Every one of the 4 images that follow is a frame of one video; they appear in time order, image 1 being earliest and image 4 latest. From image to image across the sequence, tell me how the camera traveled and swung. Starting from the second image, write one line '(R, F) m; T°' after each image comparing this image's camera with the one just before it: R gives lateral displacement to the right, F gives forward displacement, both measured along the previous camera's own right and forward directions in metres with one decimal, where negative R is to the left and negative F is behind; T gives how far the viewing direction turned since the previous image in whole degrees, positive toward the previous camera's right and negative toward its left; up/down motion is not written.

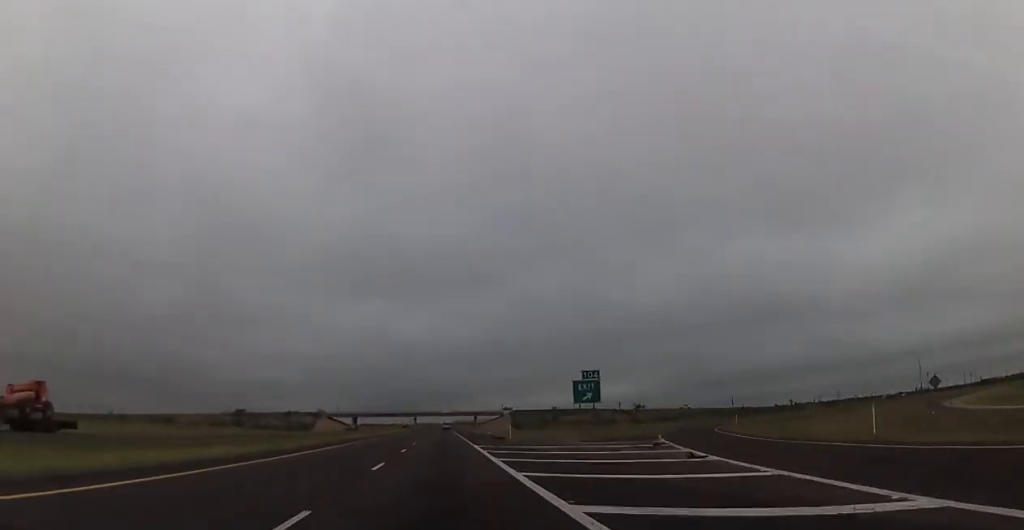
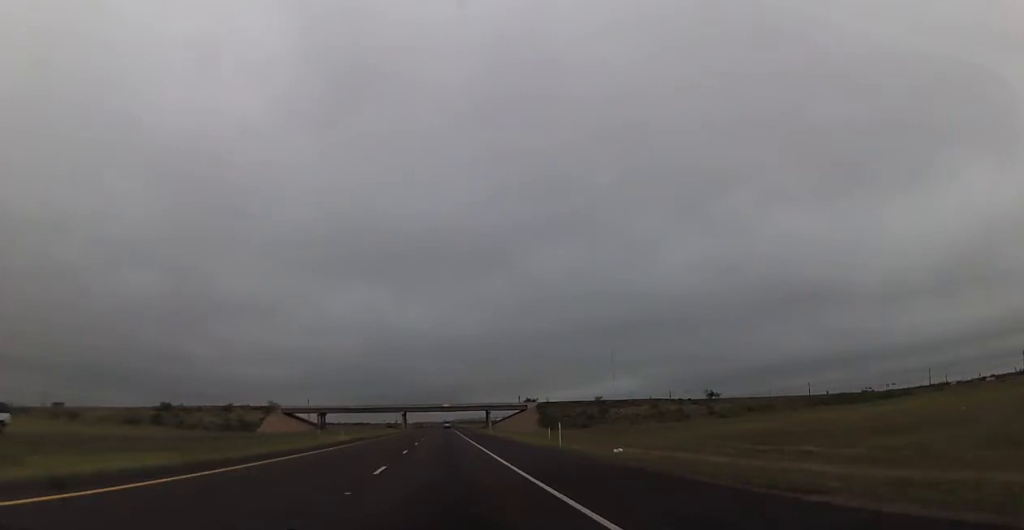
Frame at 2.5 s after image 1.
(-0.2, +86.6) m; 0°
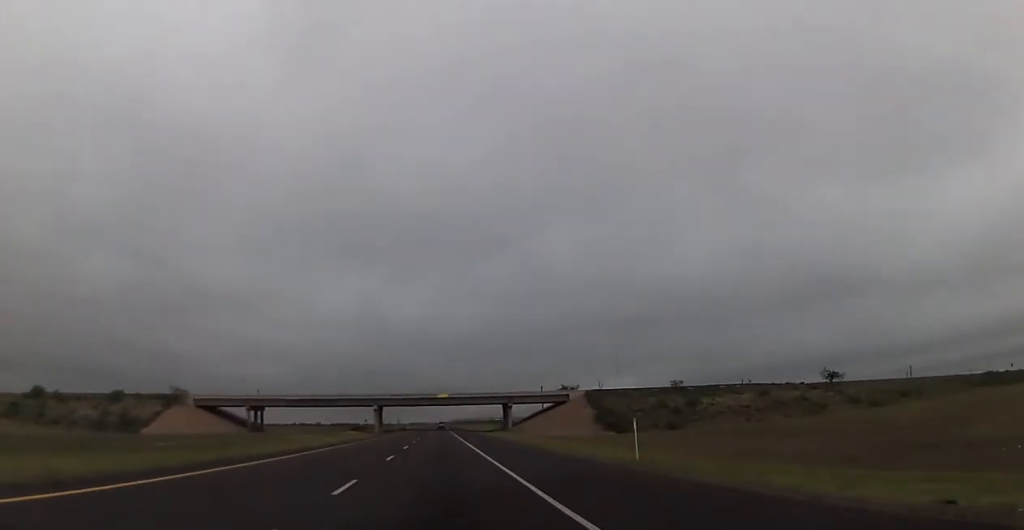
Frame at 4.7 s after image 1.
(+1.0, +77.4) m; +1°
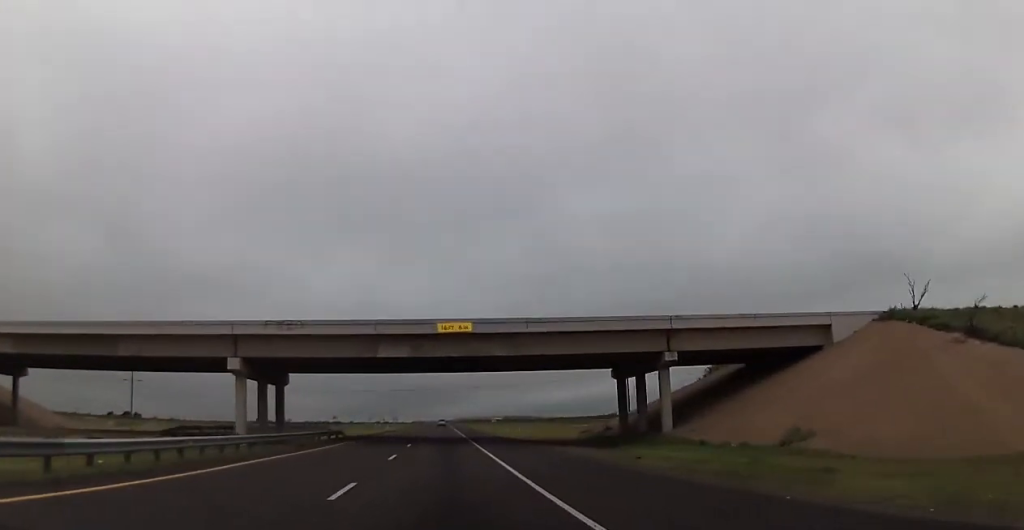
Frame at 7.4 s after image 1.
(-1.0, +97.8) m; -1°
